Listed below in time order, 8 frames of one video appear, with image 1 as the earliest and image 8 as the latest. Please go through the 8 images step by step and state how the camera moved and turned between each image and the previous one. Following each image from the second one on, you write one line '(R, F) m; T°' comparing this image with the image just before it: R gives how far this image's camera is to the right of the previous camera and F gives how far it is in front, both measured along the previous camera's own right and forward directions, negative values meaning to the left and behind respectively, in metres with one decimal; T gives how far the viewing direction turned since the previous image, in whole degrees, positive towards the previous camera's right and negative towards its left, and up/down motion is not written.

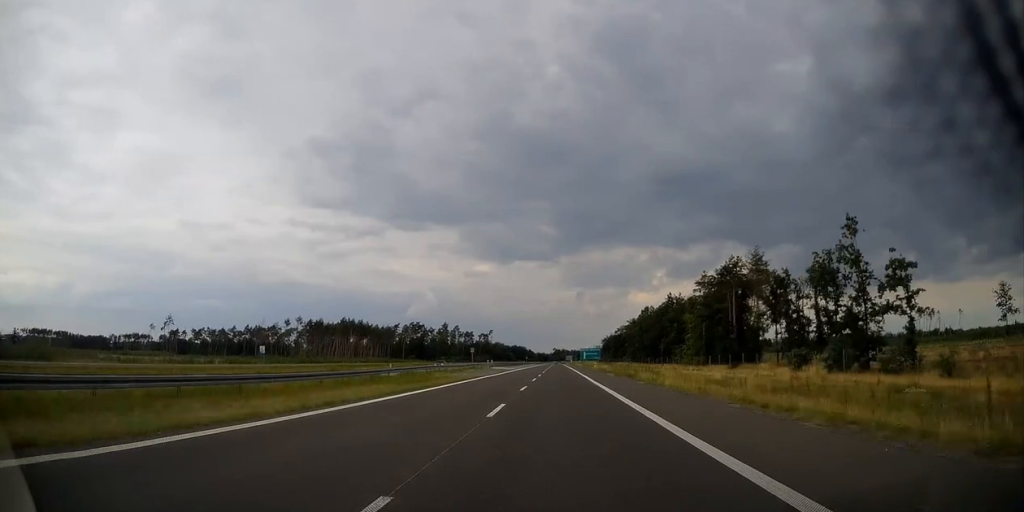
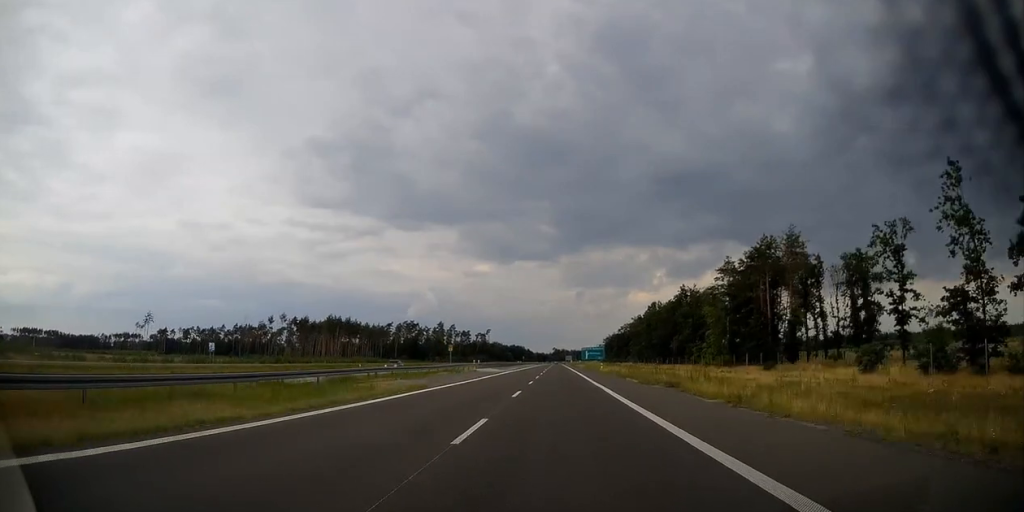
(0.0, +16.6) m; 0°
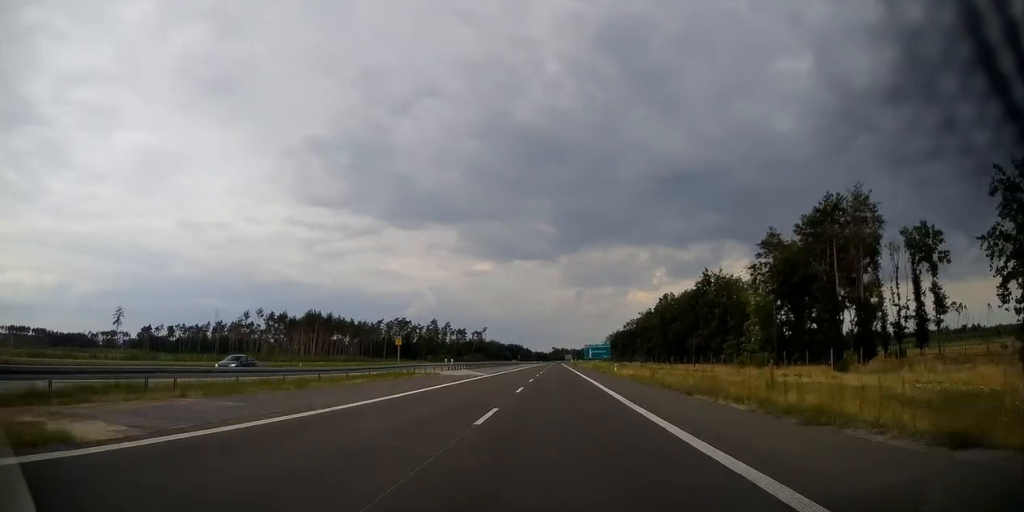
(+0.1, +21.5) m; 0°
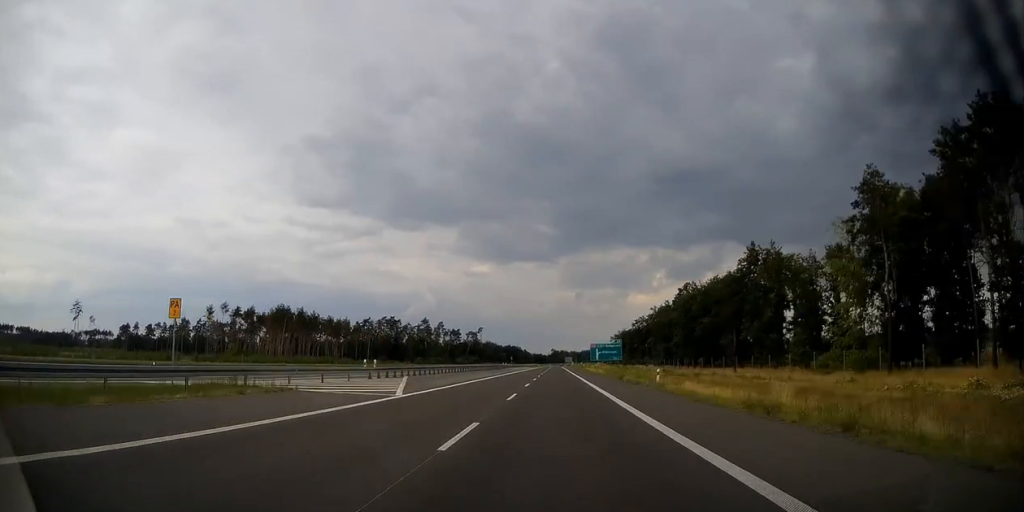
(0.0, +27.6) m; 0°
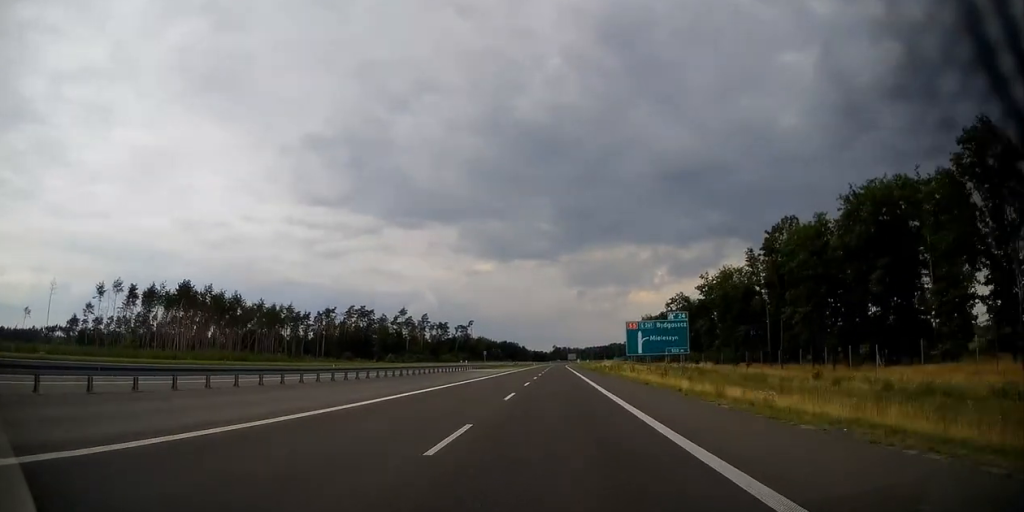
(-0.1, +61.0) m; 0°
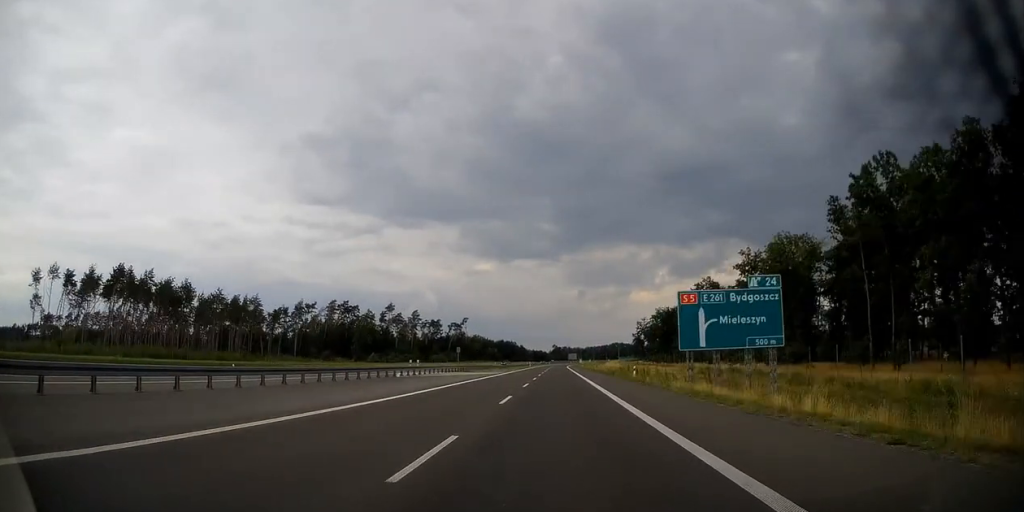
(0.0, +25.9) m; 0°
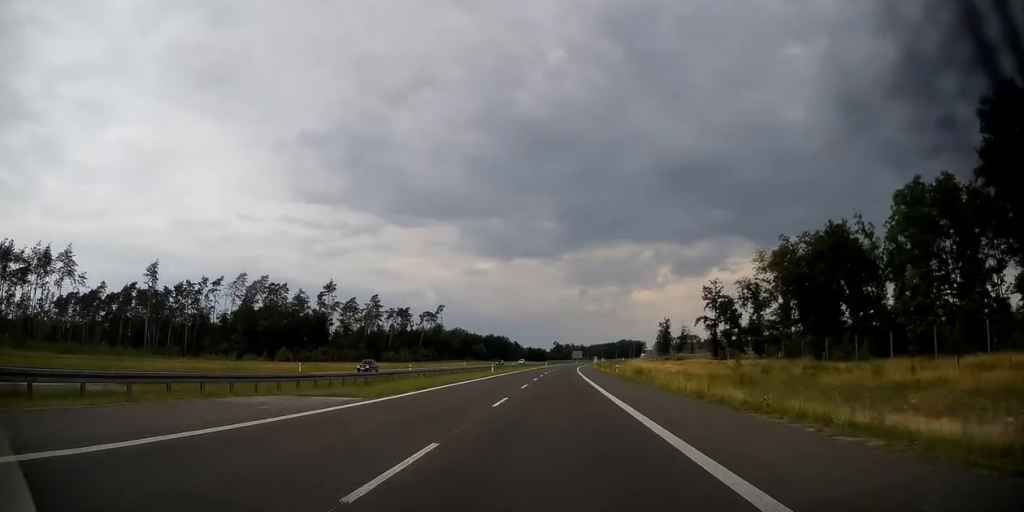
(-0.1, +85.0) m; 0°
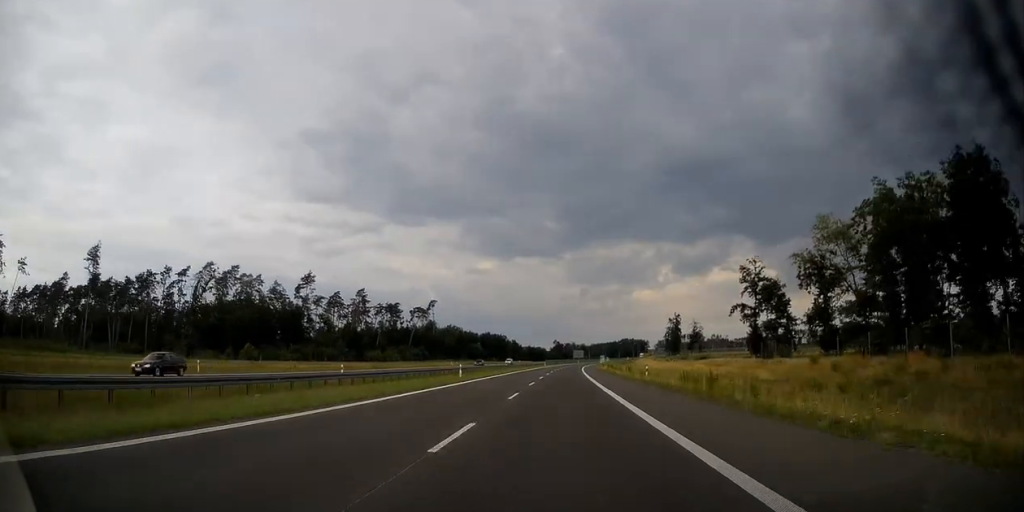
(0.0, +21.0) m; 0°
